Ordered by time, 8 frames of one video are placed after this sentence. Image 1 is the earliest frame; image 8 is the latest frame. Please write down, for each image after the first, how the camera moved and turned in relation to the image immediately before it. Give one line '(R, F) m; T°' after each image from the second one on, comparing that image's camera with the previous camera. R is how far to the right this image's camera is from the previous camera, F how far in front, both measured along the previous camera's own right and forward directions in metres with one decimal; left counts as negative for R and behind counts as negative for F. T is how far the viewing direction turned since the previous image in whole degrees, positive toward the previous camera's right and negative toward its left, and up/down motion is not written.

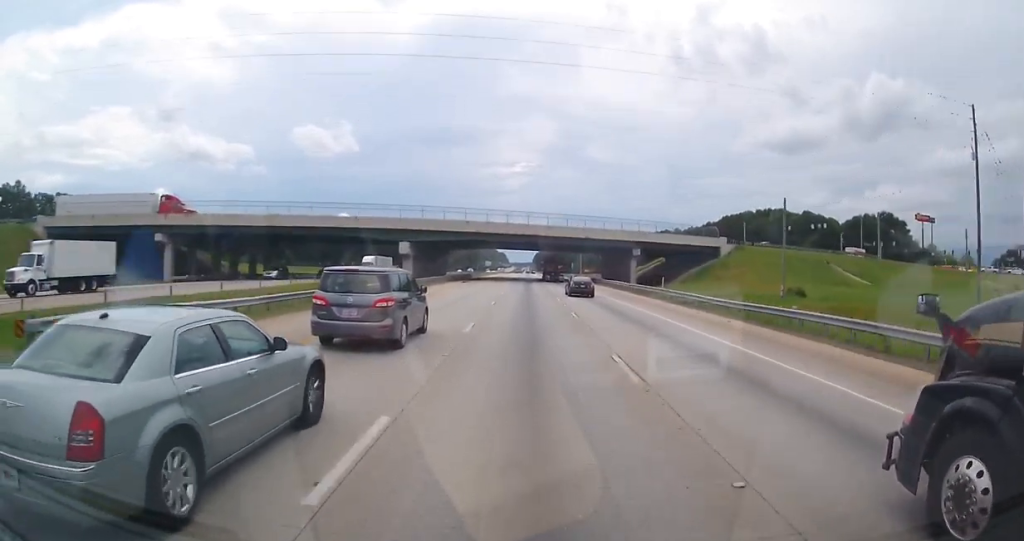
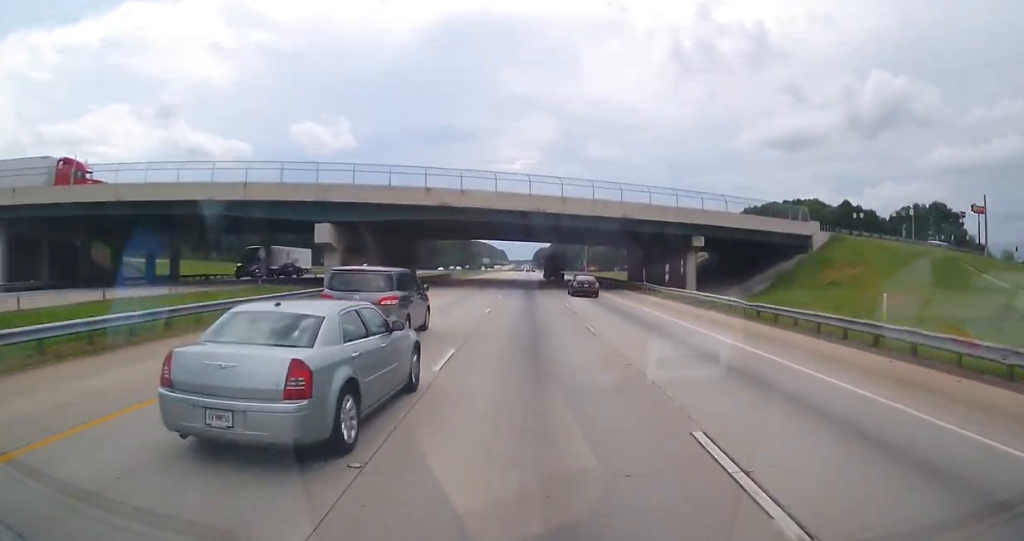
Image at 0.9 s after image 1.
(-0.3, +31.0) m; -1°
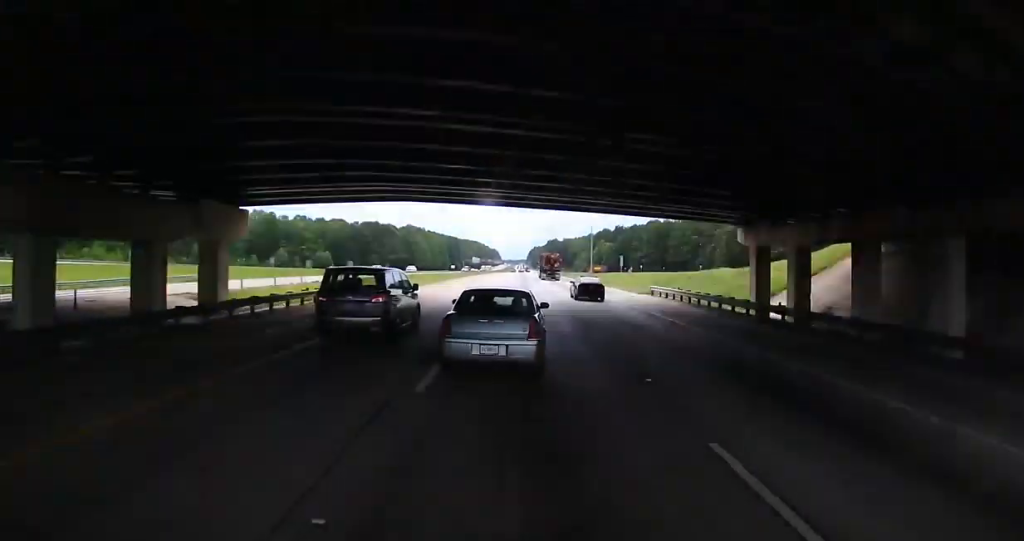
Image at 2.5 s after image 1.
(0.0, +51.3) m; -1°
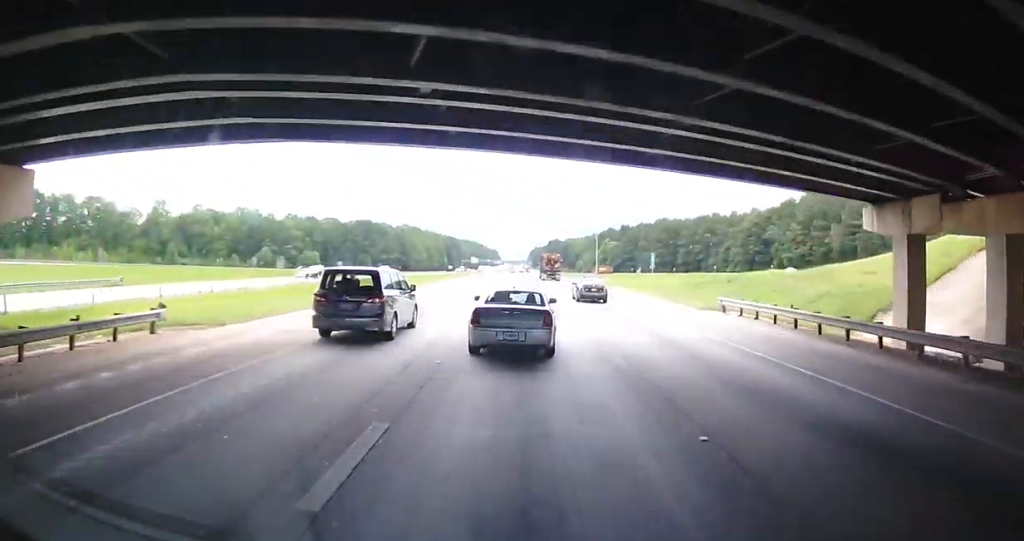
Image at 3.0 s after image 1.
(-0.1, +16.7) m; 0°
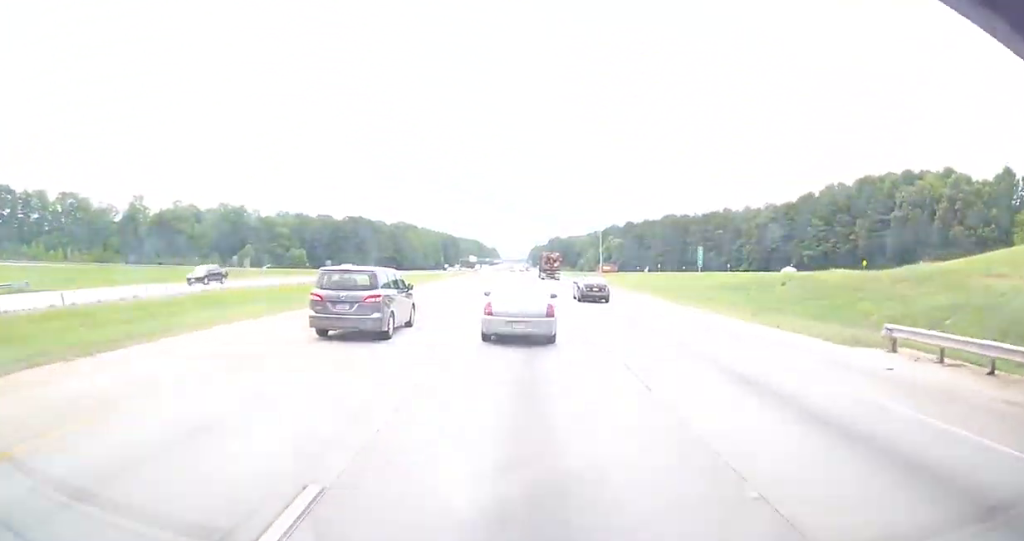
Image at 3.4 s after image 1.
(-0.1, +14.5) m; 0°
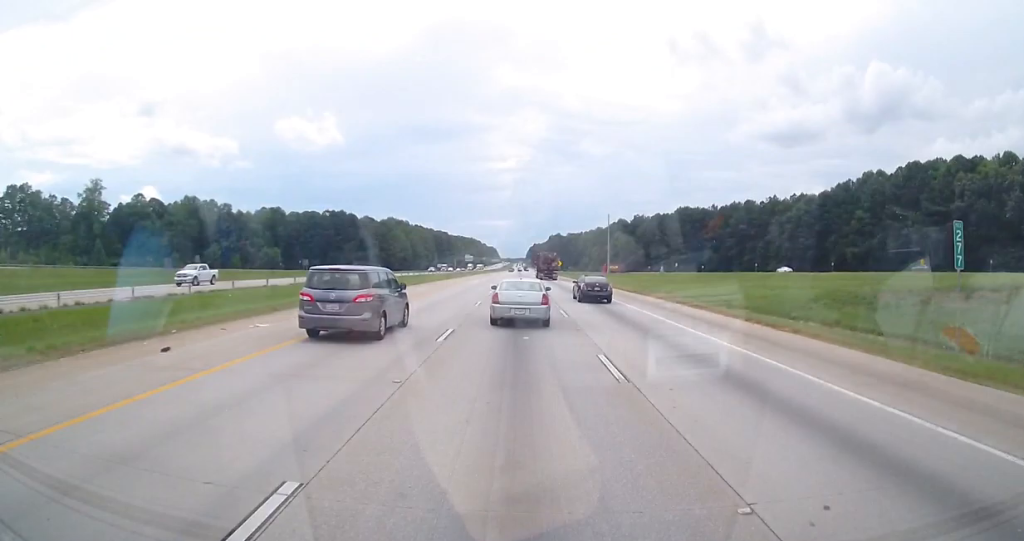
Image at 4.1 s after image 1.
(-0.1, +24.6) m; 0°
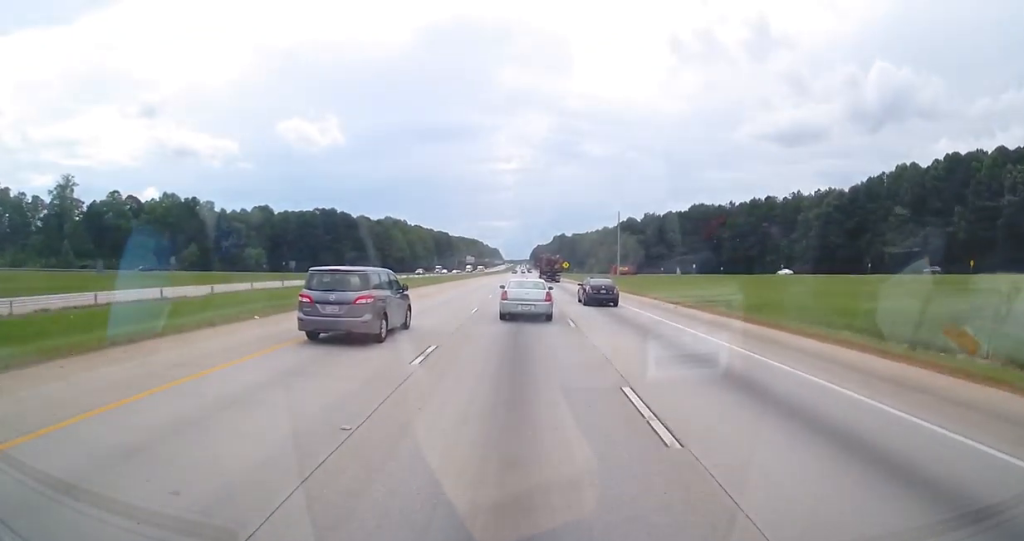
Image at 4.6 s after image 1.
(-0.2, +15.7) m; 0°
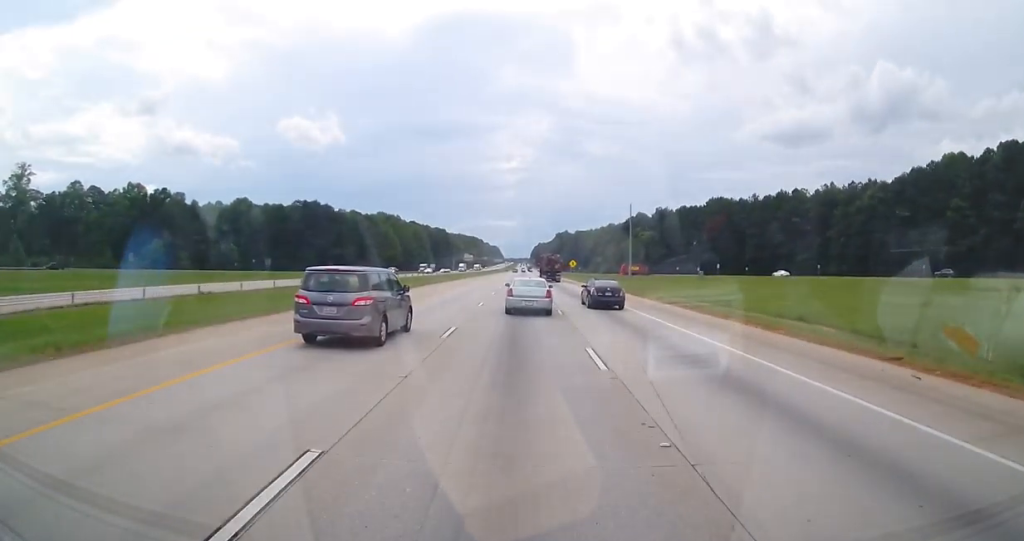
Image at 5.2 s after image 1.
(+0.4, +20.3) m; +1°
